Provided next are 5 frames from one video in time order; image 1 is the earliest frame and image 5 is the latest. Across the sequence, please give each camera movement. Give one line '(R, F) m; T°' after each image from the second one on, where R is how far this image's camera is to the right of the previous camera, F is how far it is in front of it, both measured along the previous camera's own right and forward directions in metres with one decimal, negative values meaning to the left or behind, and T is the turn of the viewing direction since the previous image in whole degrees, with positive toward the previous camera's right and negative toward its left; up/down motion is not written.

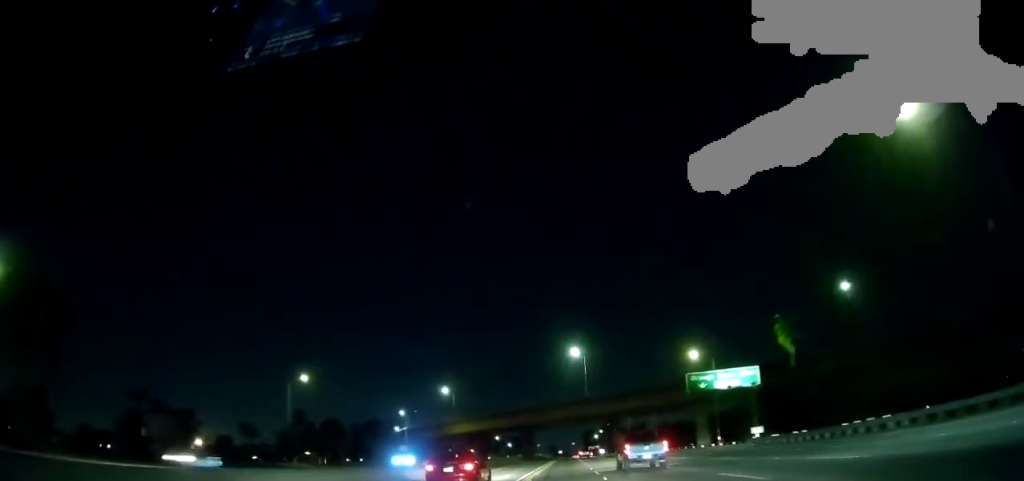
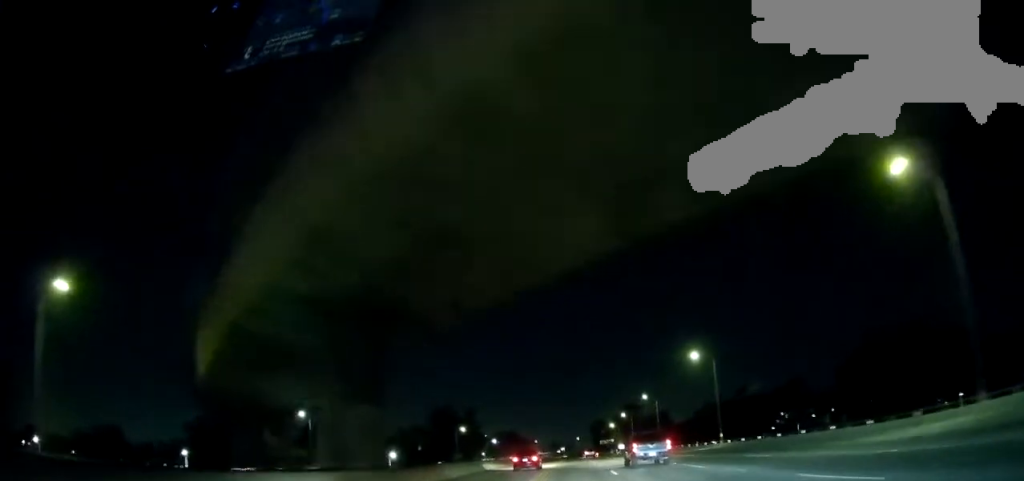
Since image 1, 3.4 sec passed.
(-1.1, +103.9) m; -1°
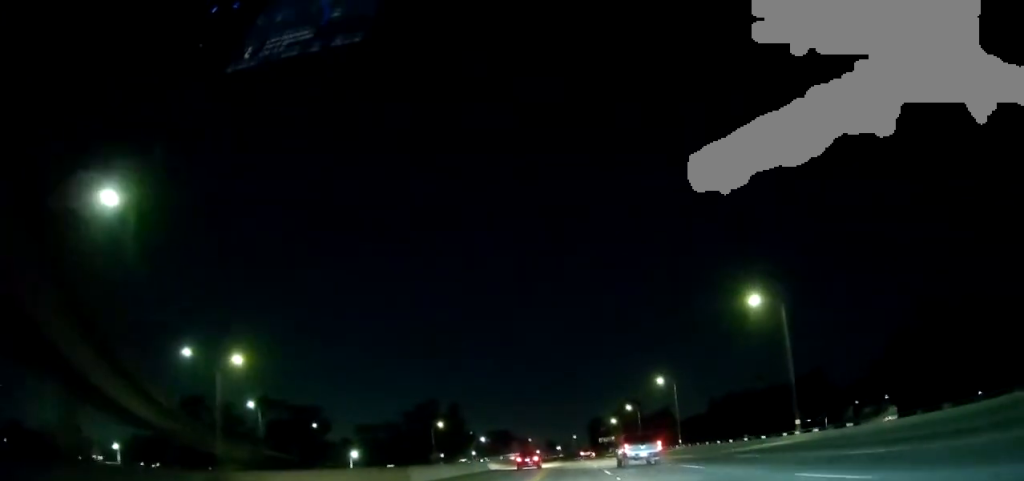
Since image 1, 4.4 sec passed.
(-0.2, +28.1) m; 0°
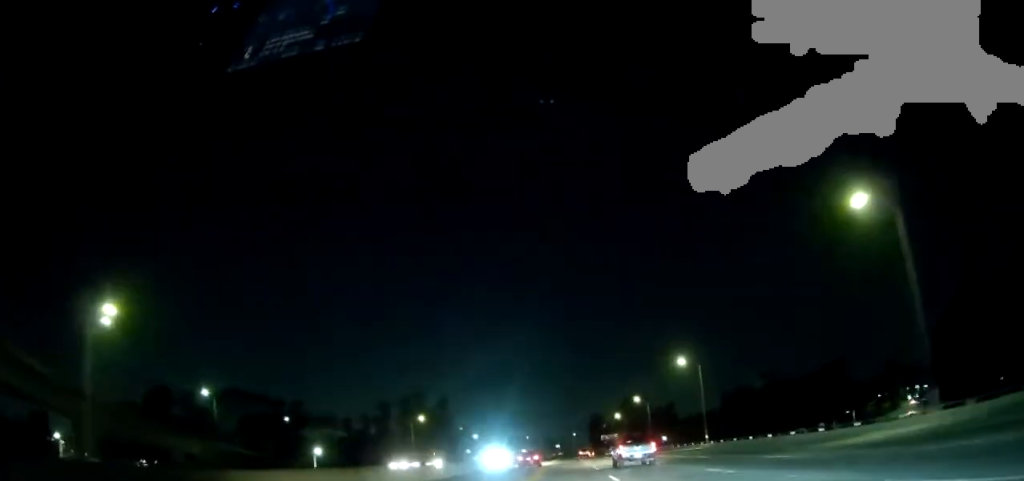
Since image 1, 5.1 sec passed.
(0.0, +21.1) m; 0°
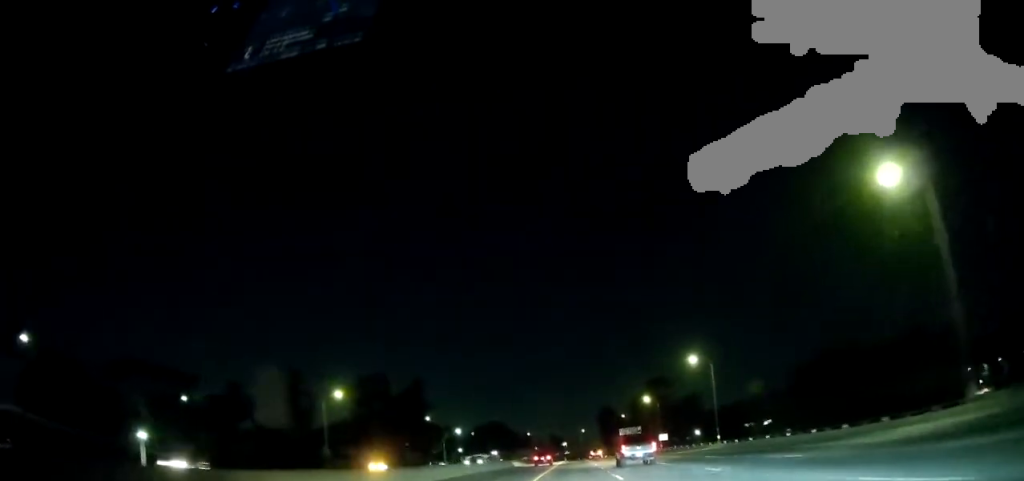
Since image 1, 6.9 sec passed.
(+0.4, +56.2) m; 0°
